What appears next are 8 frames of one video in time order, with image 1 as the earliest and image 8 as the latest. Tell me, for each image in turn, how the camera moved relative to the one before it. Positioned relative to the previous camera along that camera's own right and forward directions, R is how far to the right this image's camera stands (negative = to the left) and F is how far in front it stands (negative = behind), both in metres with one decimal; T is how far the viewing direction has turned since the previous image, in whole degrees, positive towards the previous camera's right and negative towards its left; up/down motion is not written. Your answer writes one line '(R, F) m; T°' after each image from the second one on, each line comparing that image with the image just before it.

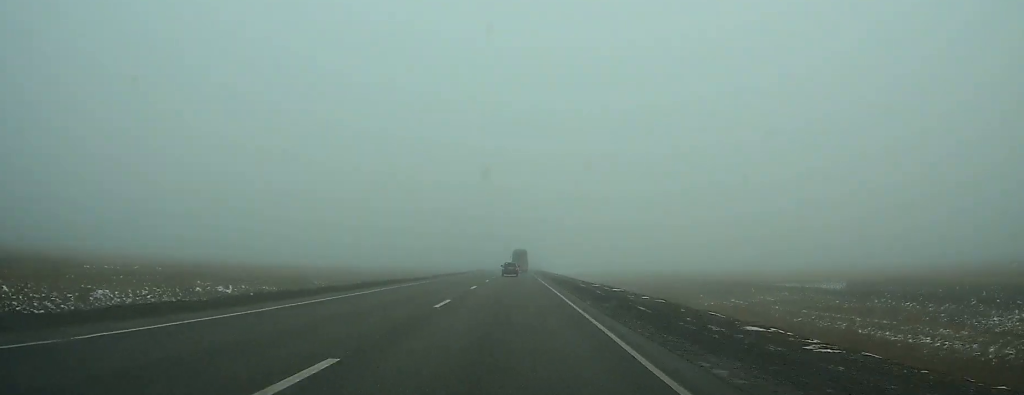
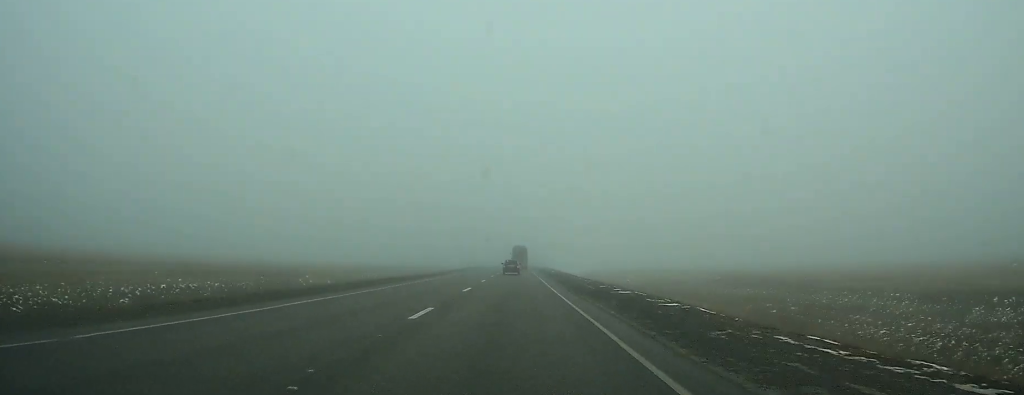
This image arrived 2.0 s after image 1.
(-0.1, +51.2) m; 0°
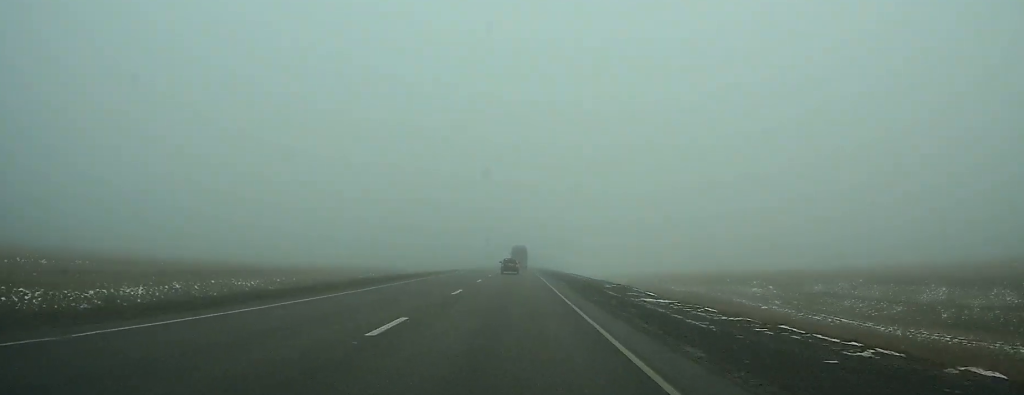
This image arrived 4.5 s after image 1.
(-0.1, +63.3) m; 0°
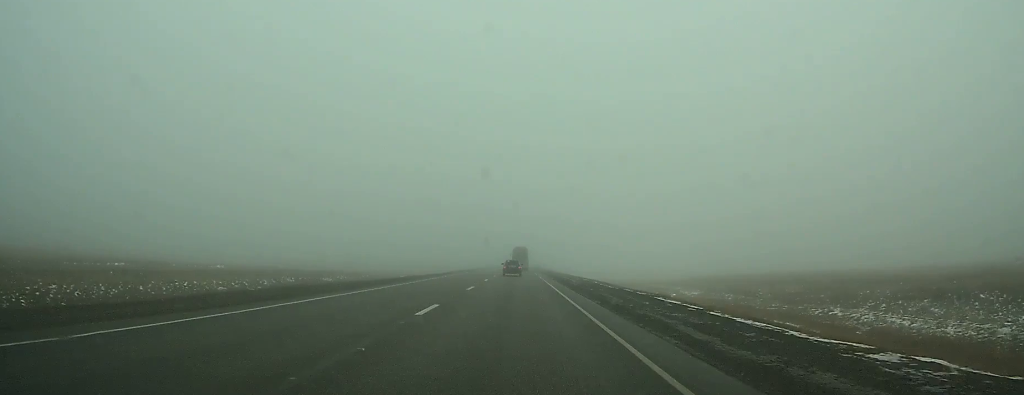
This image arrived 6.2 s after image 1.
(0.0, +41.5) m; 0°
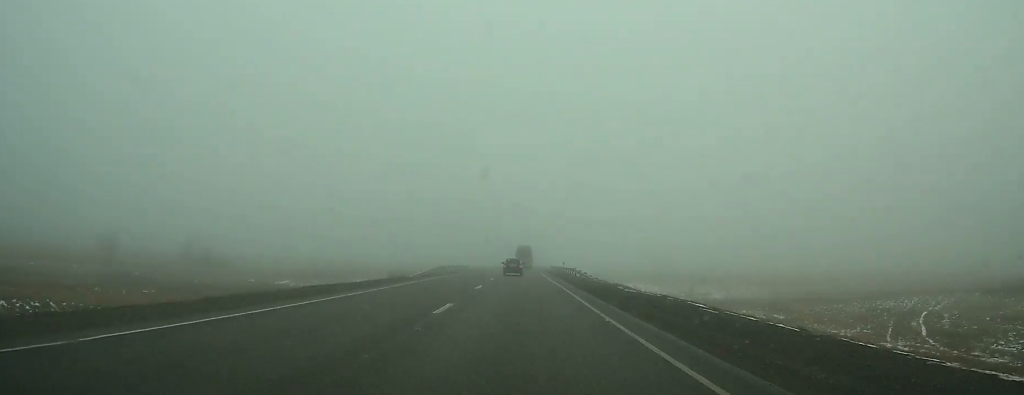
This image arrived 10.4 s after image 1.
(0.0, +101.0) m; 0°
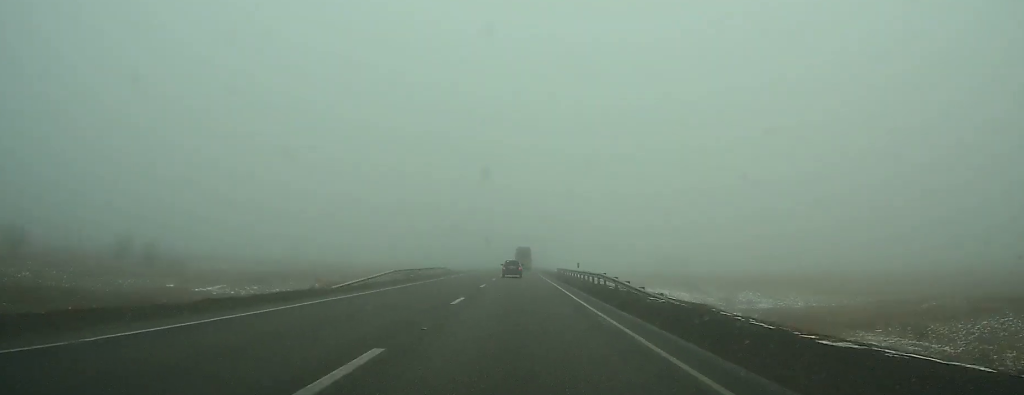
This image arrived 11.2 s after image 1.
(0.0, +20.0) m; 0°
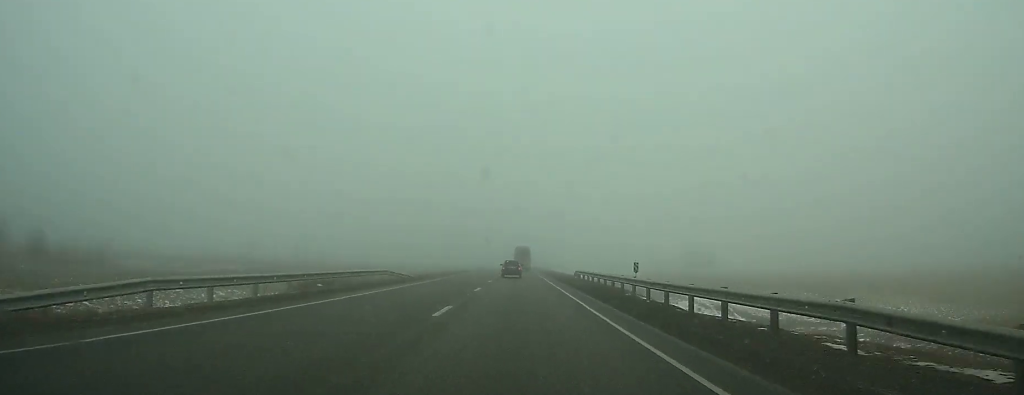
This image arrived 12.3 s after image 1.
(-0.1, +26.9) m; 0°
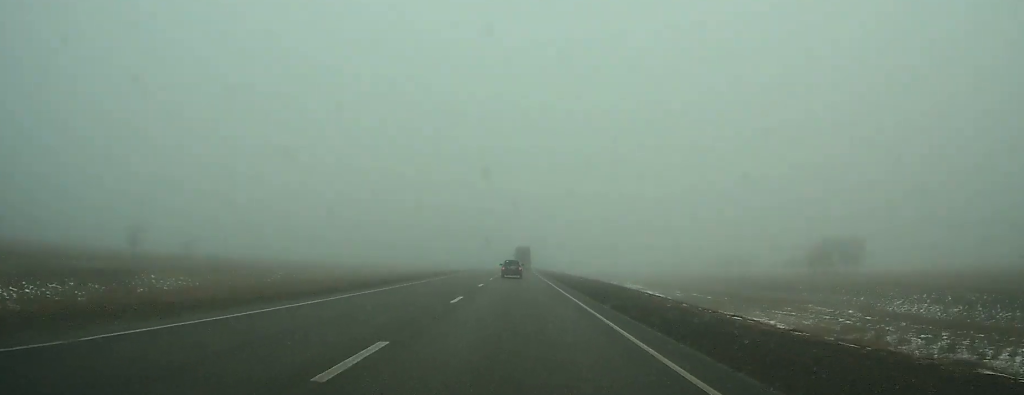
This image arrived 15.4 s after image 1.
(+0.1, +78.5) m; 0°
